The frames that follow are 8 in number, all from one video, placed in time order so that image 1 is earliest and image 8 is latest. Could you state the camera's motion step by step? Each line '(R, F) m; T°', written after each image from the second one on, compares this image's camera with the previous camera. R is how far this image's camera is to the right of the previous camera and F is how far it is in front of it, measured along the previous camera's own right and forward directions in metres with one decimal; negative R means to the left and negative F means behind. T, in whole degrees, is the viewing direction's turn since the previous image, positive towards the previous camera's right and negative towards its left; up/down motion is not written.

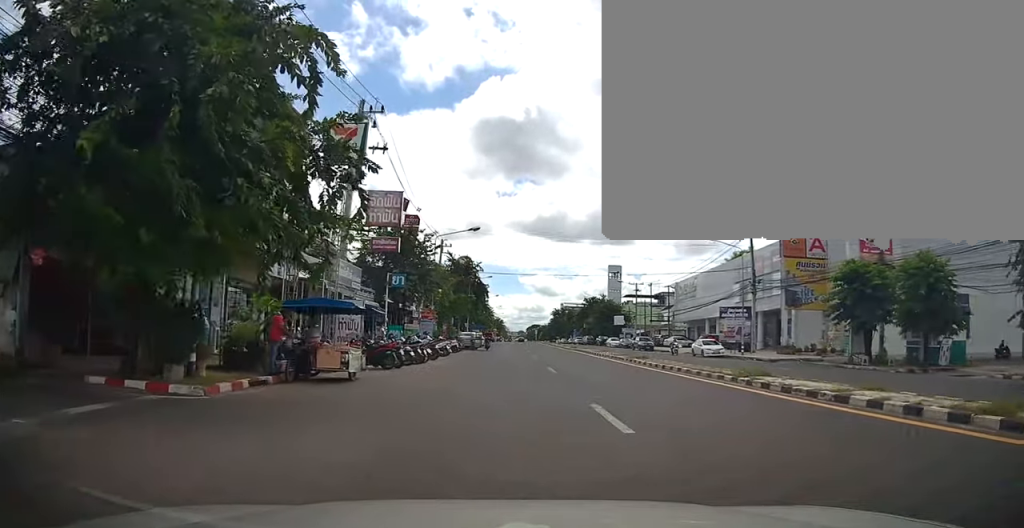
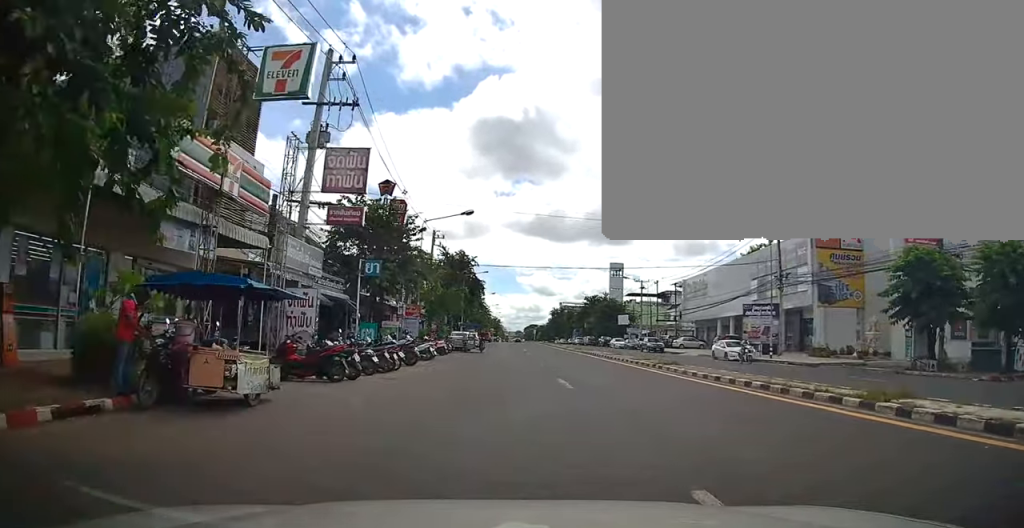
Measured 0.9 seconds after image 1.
(+0.2, +4.5) m; +4°
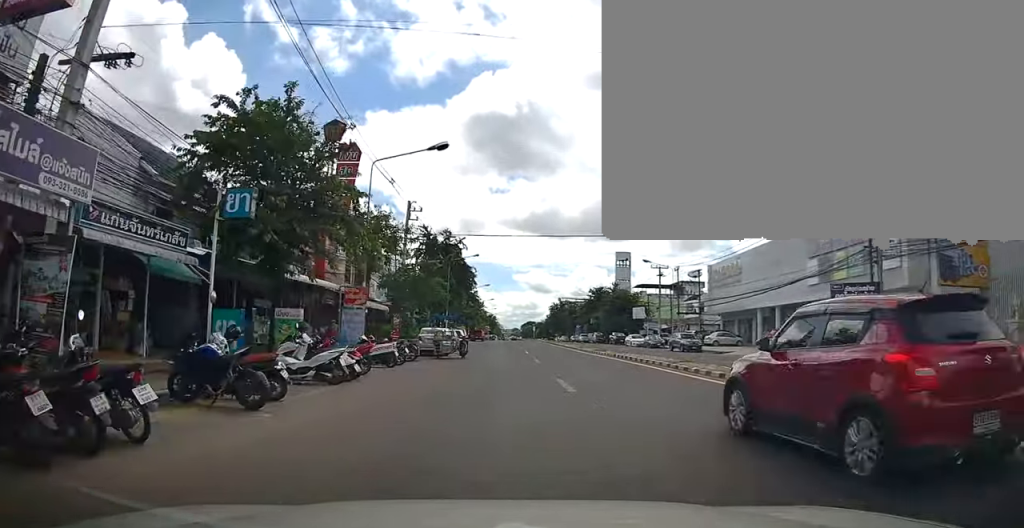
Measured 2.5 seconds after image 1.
(+0.5, +12.0) m; +2°
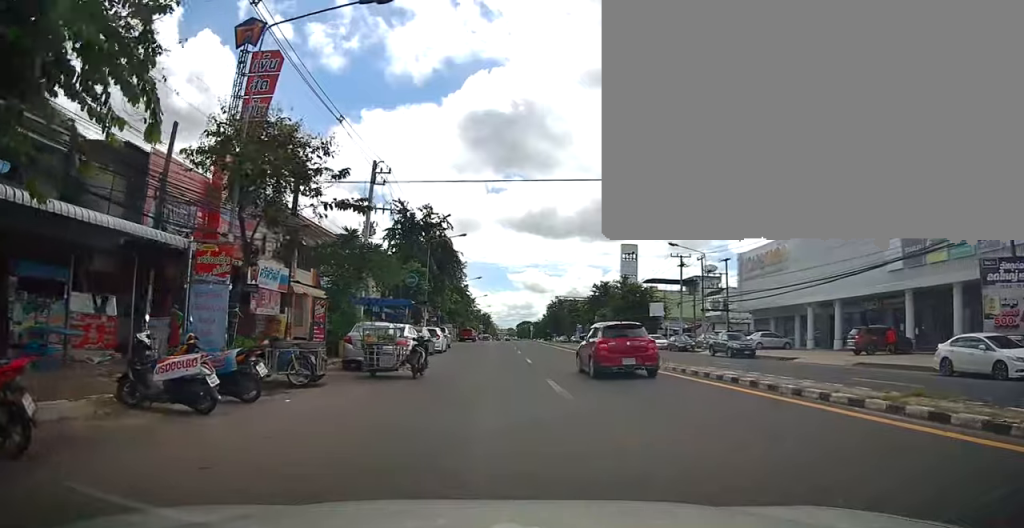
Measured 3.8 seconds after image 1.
(-0.4, +11.4) m; -4°
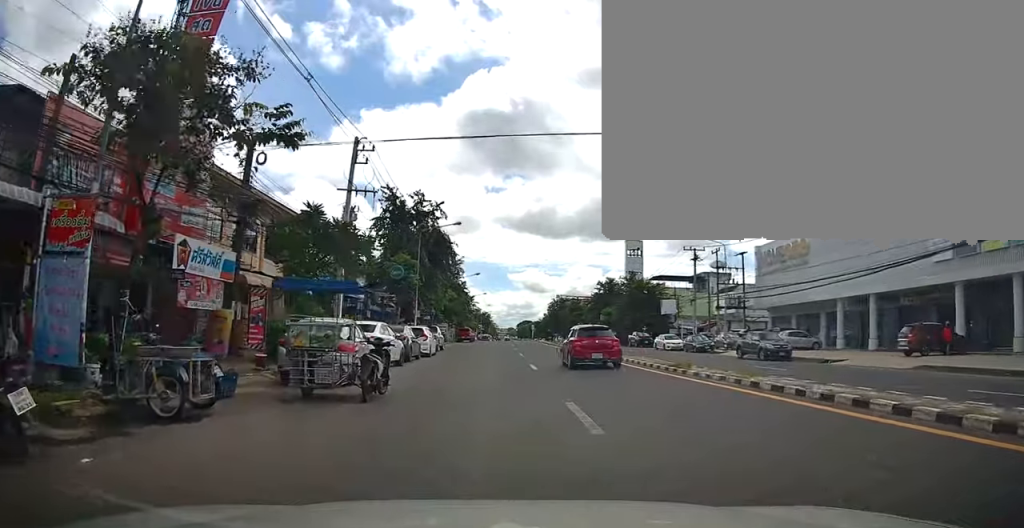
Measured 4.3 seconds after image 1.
(-0.1, +5.2) m; +1°
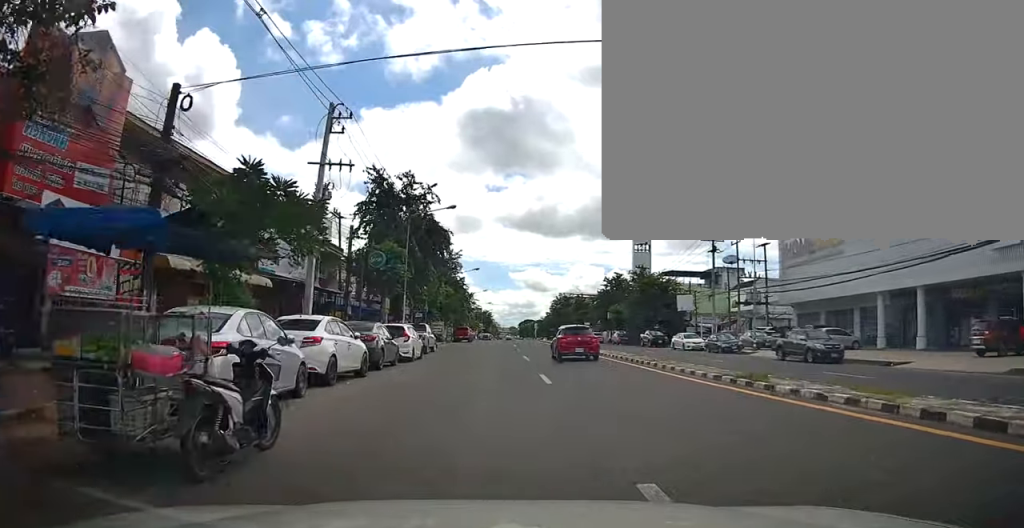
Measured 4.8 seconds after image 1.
(-0.2, +5.4) m; +1°
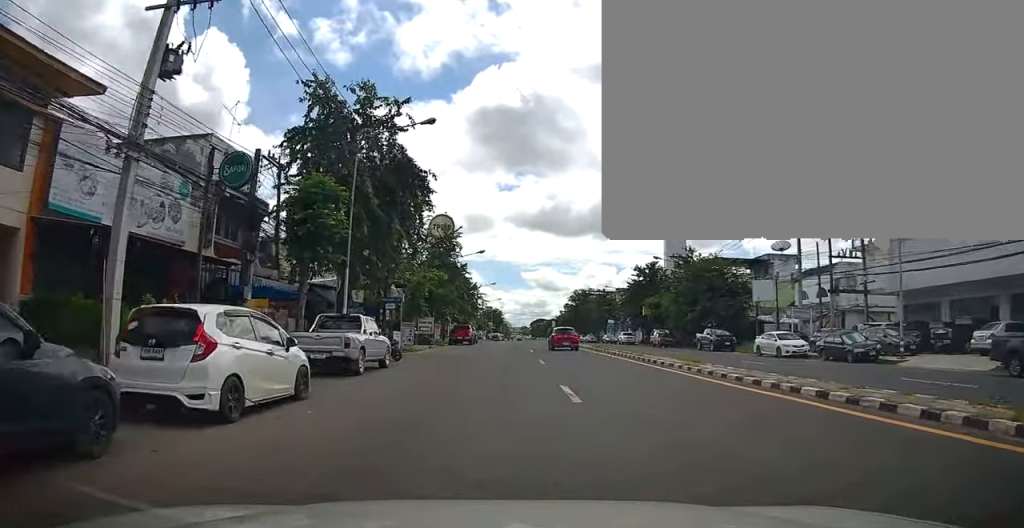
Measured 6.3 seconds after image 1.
(+0.9, +15.1) m; +3°
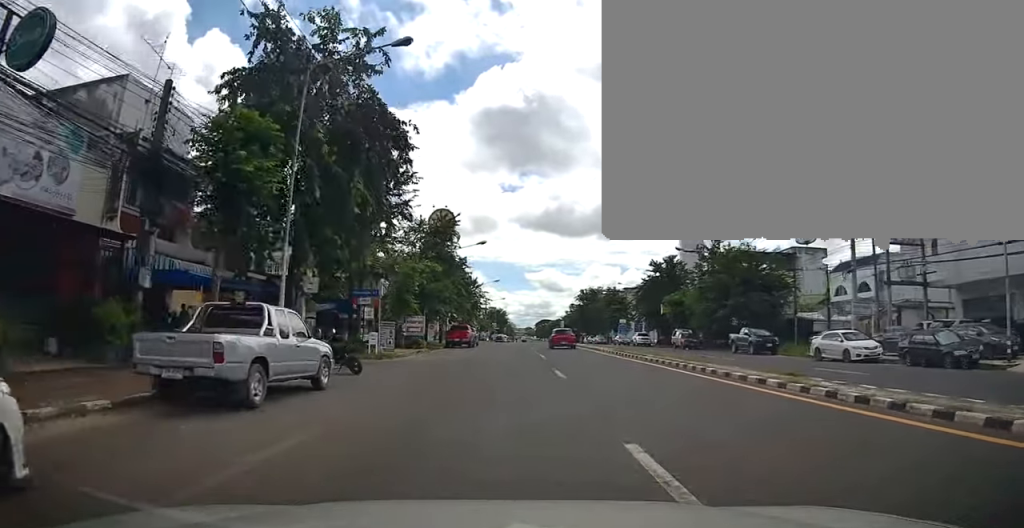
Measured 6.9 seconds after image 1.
(+0.2, +6.4) m; -1°
